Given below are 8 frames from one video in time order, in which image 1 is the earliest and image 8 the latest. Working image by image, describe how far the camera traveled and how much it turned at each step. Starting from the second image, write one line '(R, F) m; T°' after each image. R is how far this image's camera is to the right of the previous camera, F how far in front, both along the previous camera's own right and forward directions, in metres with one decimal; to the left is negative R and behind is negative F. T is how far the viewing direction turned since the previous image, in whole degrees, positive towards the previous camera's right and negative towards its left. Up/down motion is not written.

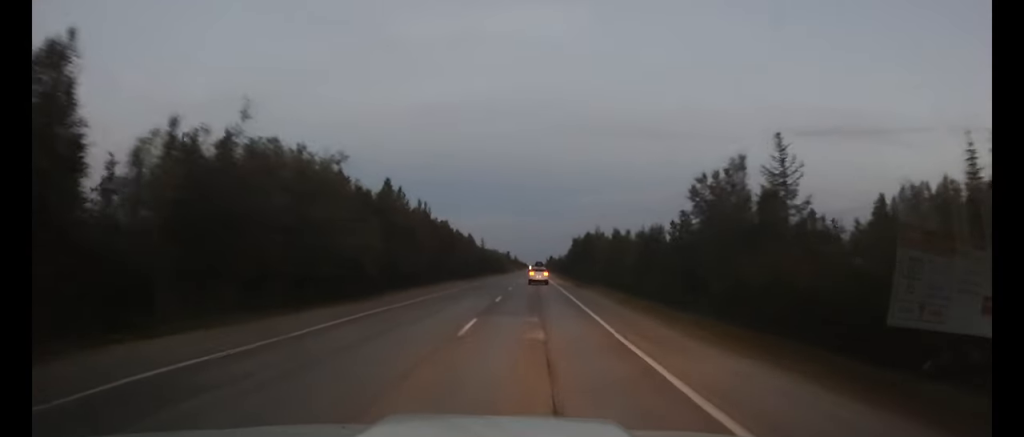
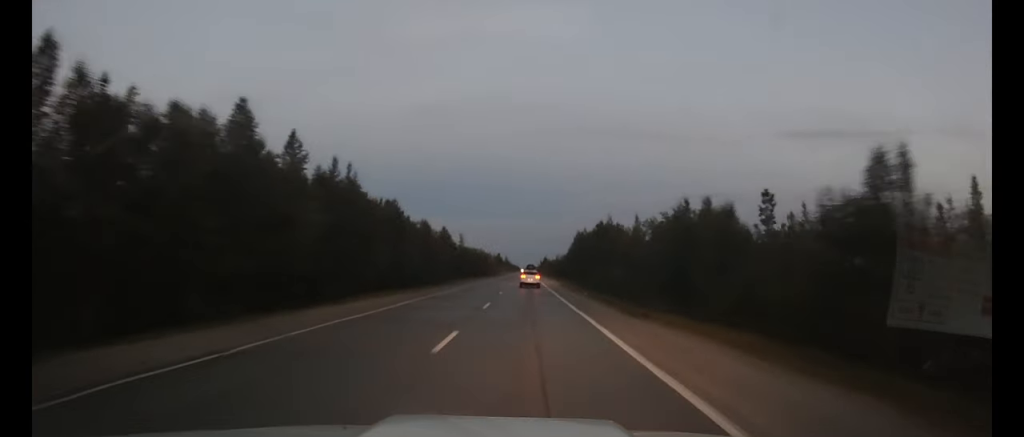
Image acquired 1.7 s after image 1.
(0.0, +27.4) m; 0°
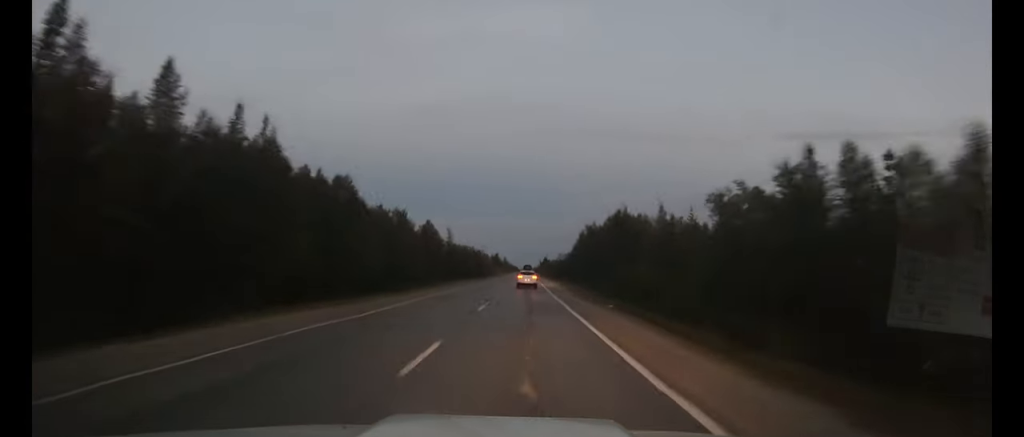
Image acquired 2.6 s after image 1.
(0.0, +14.2) m; 0°
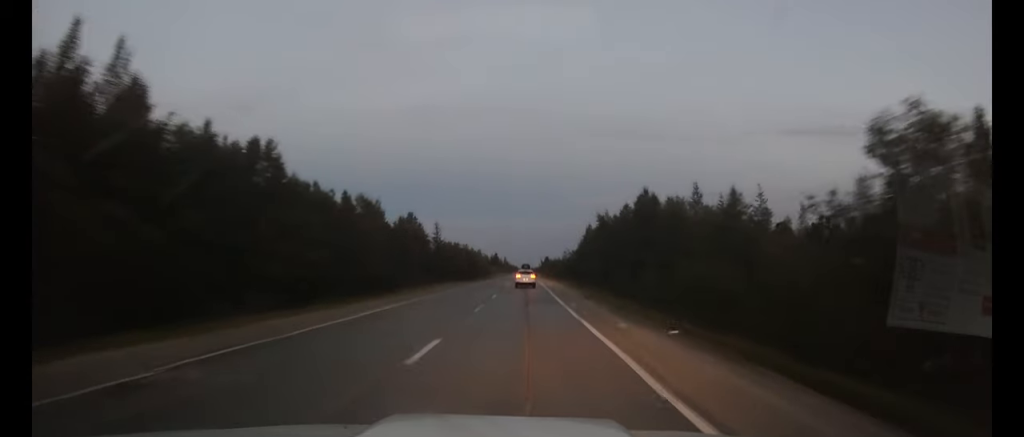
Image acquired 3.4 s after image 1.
(0.0, +12.5) m; 0°
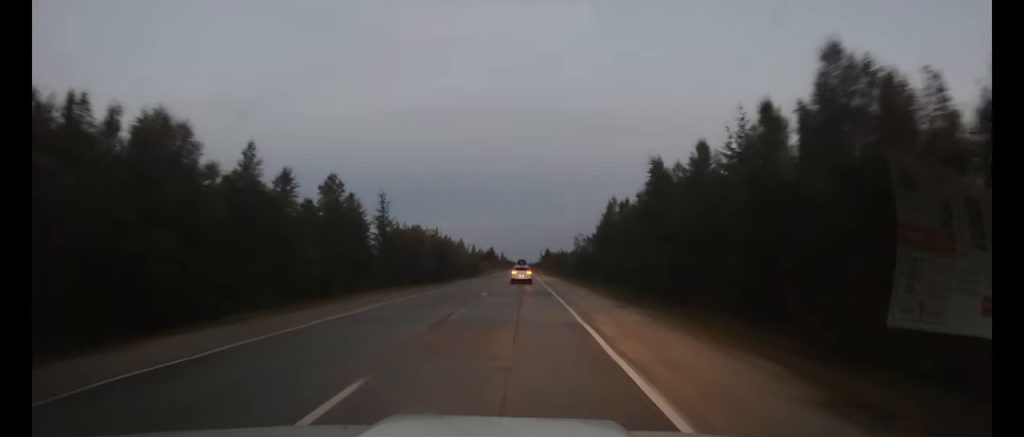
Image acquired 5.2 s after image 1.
(+0.1, +27.5) m; 0°
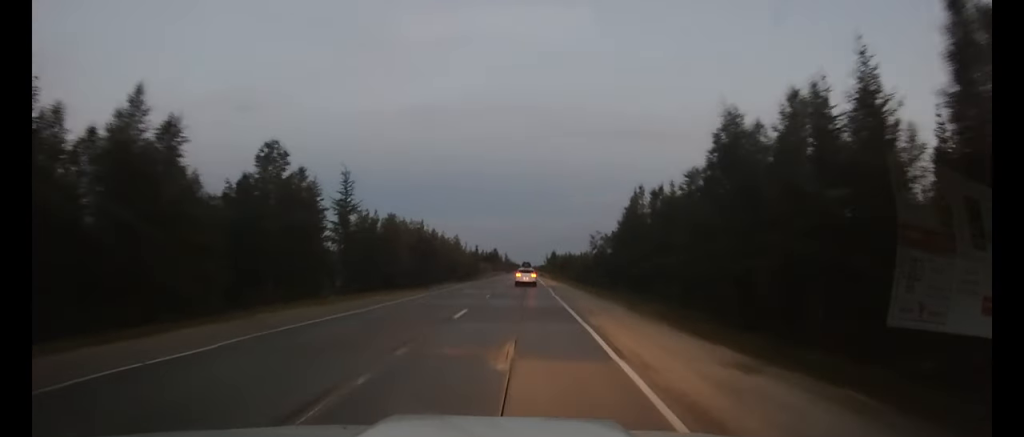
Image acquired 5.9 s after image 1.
(0.0, +11.9) m; 0°
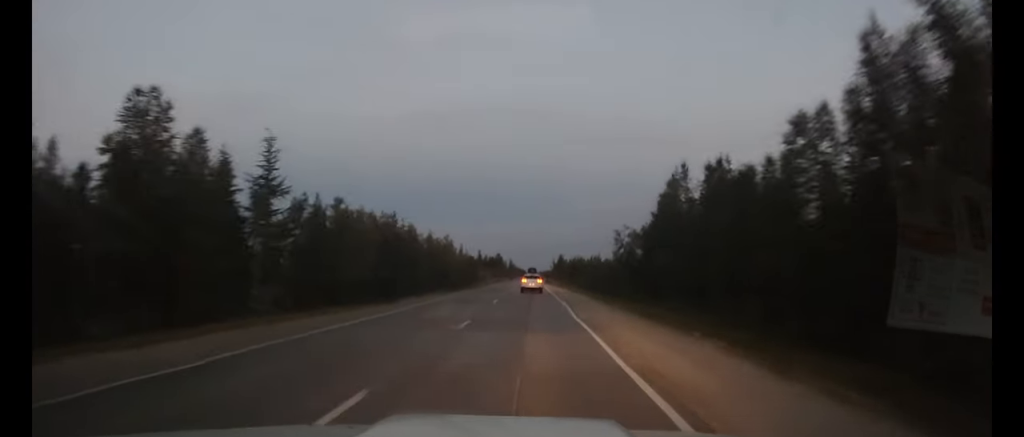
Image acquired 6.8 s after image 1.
(0.0, +12.8) m; 0°
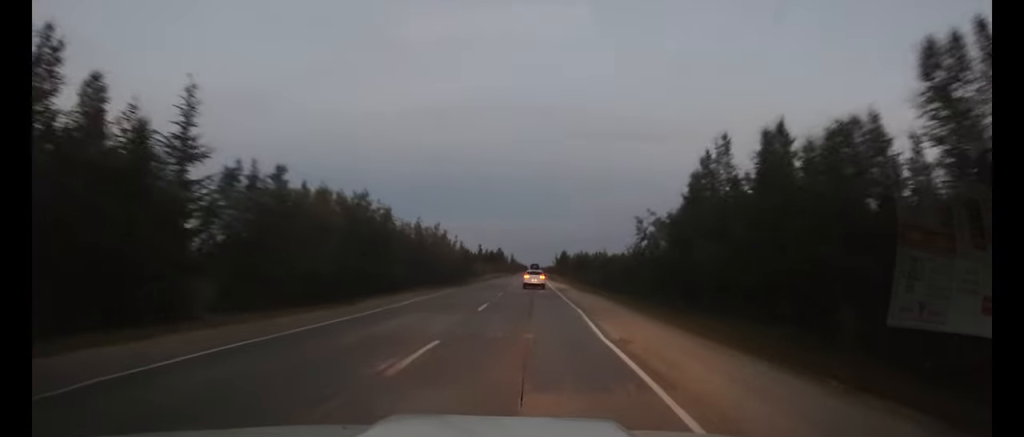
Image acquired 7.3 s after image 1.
(0.0, +7.7) m; 0°
